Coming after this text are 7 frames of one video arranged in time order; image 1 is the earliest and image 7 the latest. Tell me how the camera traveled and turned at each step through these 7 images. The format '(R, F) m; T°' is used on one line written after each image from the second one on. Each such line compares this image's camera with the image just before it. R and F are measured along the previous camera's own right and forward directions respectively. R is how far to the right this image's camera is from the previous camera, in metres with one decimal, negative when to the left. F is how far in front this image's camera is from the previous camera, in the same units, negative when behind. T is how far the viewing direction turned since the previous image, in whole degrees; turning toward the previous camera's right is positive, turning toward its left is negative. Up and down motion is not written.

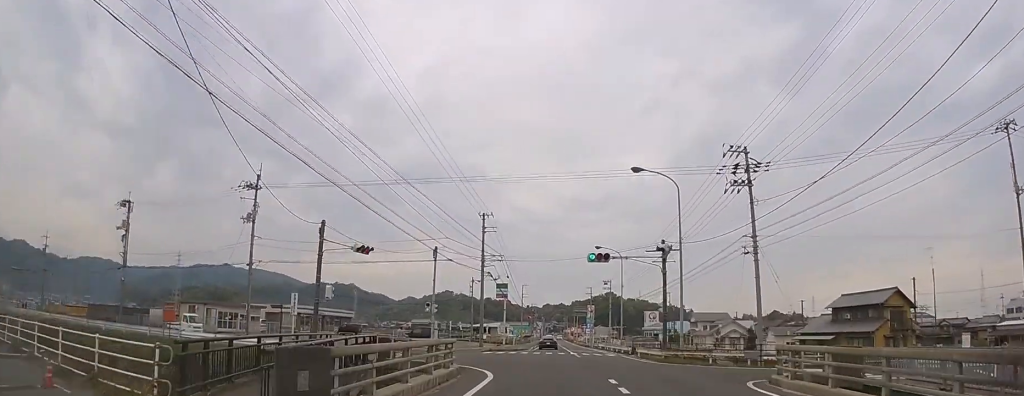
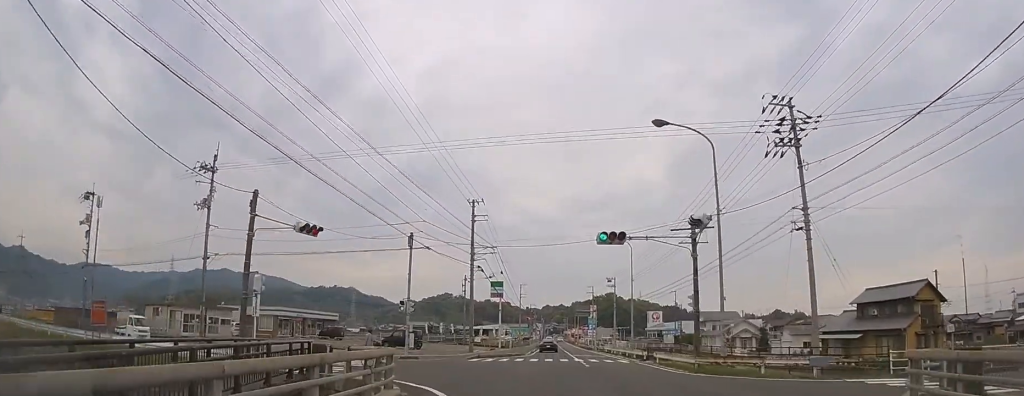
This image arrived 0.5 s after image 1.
(0.0, +6.4) m; 0°
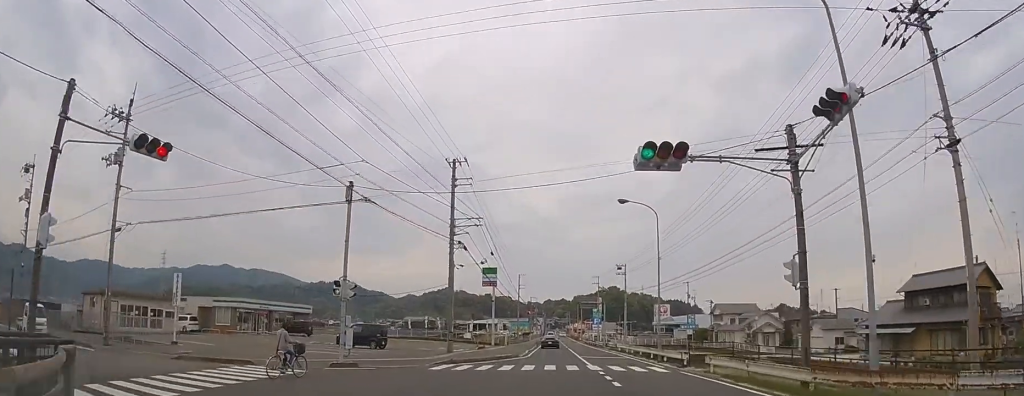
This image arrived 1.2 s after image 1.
(0.0, +9.4) m; 0°
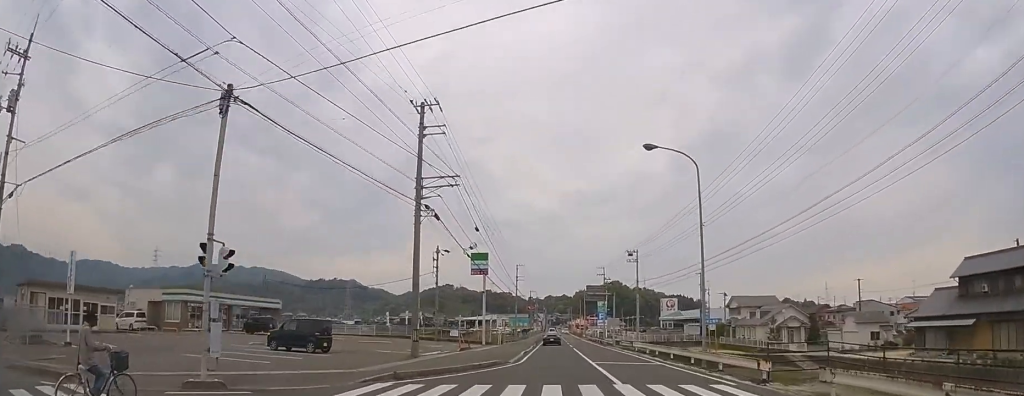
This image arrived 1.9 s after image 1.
(0.0, +8.7) m; 0°
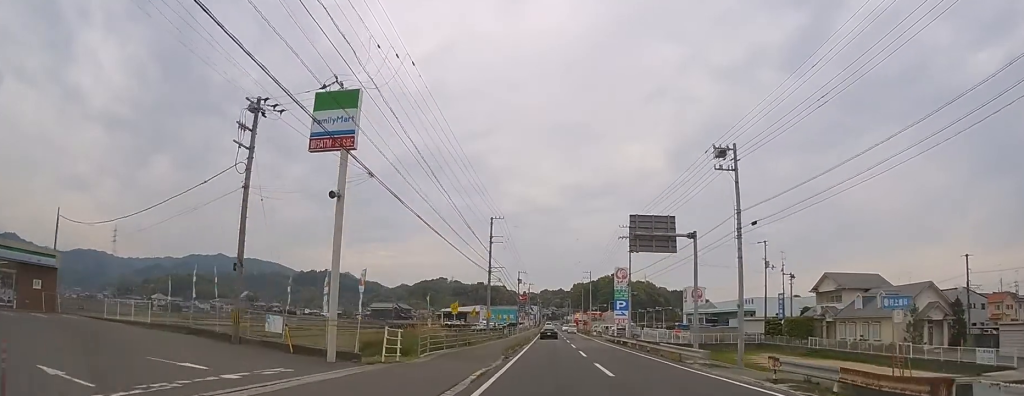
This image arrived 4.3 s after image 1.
(0.0, +32.5) m; 0°
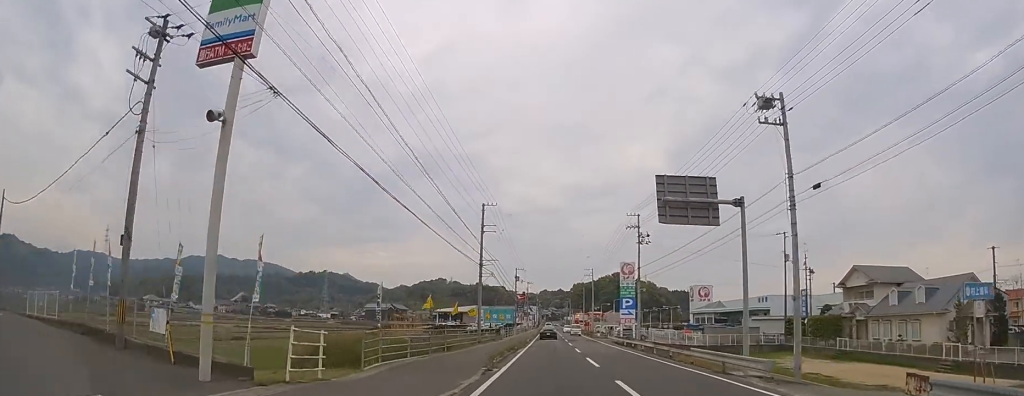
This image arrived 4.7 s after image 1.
(0.0, +6.0) m; 0°
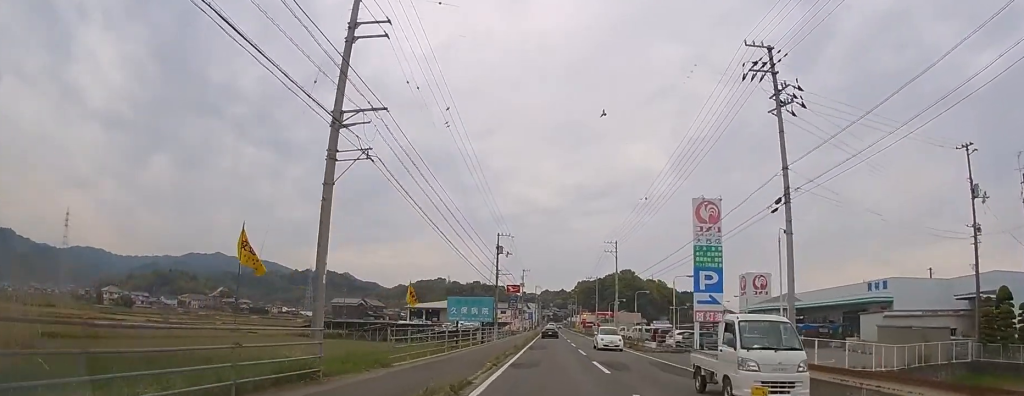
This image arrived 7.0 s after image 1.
(0.0, +32.6) m; 0°
